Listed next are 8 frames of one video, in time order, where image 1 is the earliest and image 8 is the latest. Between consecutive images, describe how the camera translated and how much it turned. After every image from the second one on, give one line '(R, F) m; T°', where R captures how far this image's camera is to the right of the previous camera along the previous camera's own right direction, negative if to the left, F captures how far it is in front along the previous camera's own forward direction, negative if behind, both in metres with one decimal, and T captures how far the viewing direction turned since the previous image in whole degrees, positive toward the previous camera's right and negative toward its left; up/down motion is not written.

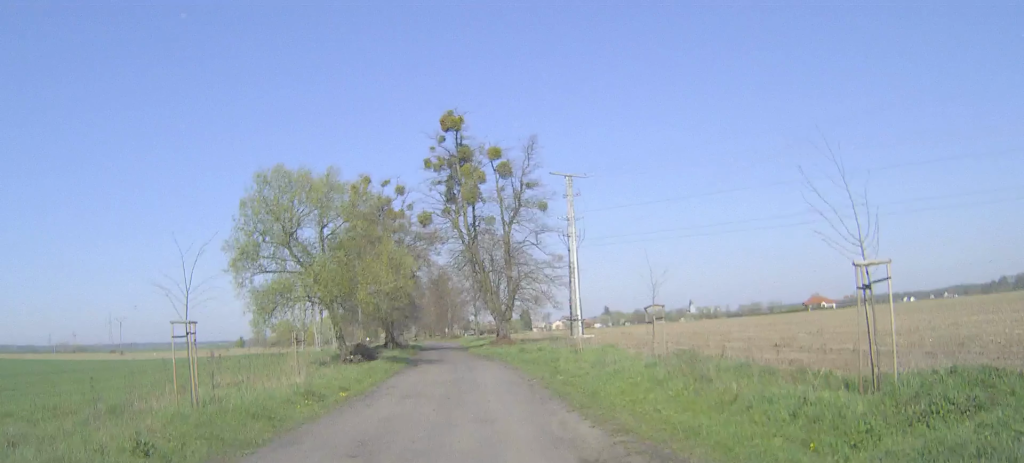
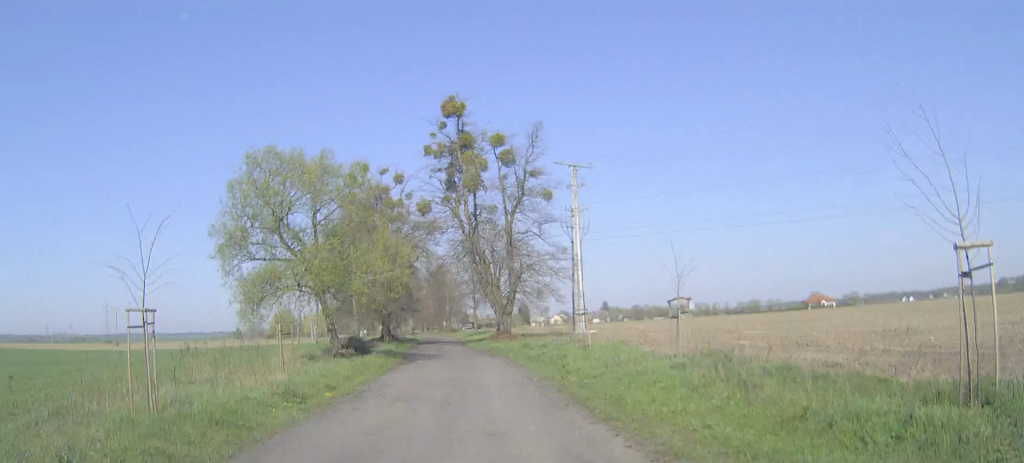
(0.0, +2.0) m; 0°
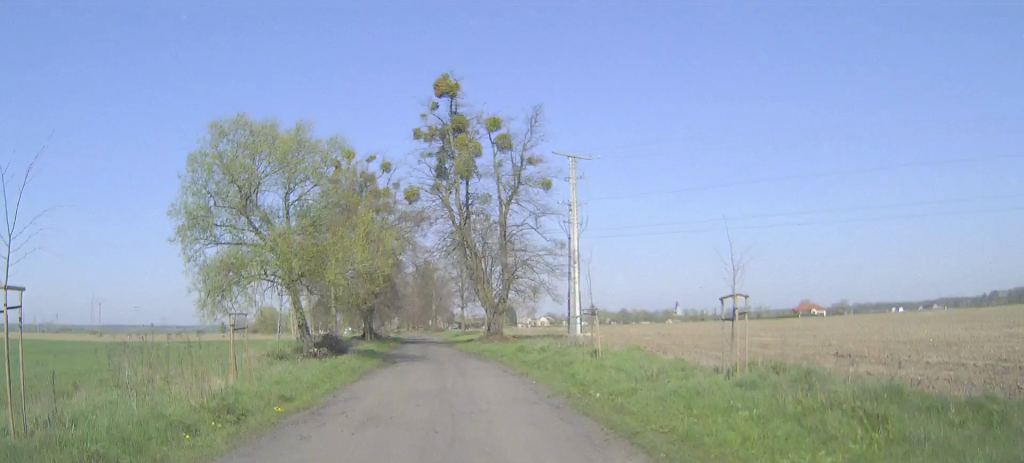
(0.0, +3.7) m; 0°
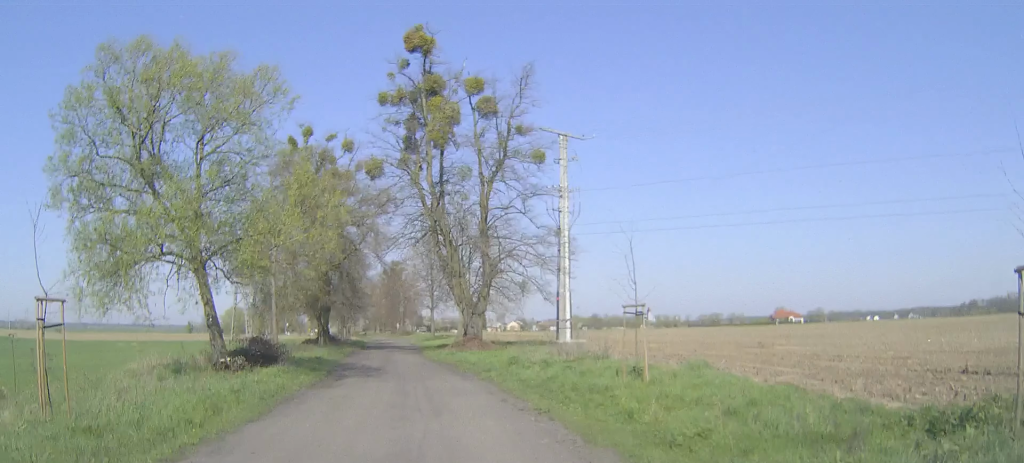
(+0.2, +7.9) m; +3°
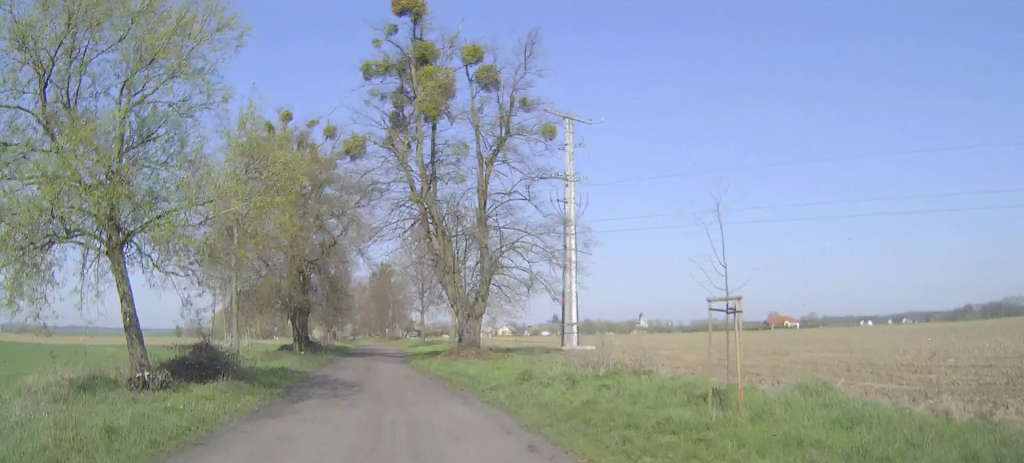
(0.0, +5.1) m; 0°
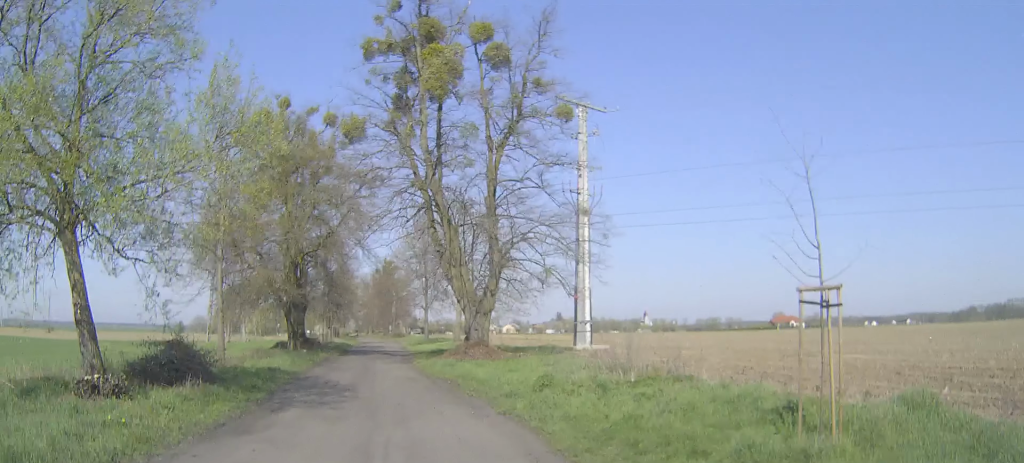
(0.0, +2.5) m; 0°
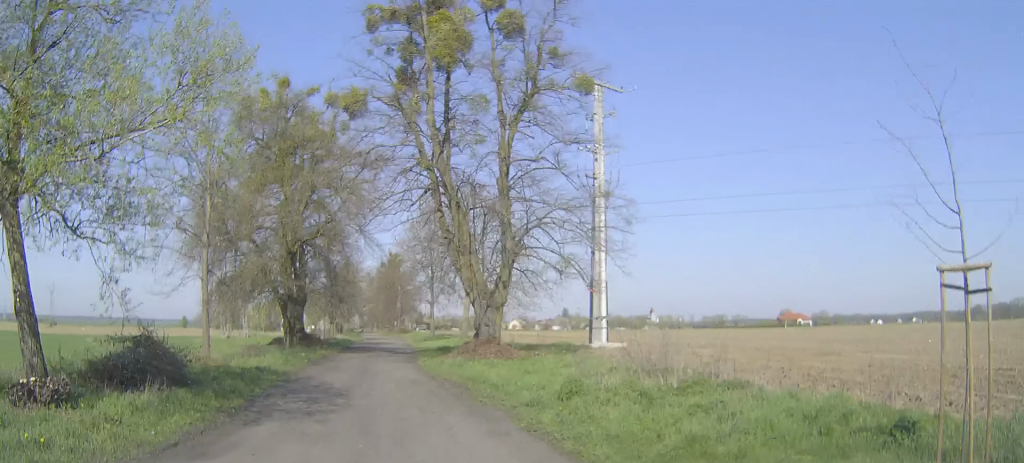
(0.0, +2.3) m; 0°
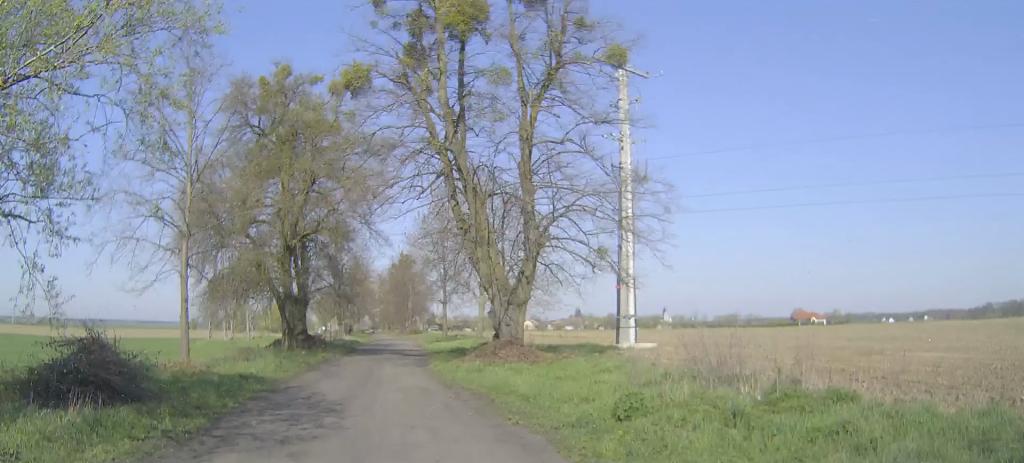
(0.0, +2.9) m; -1°
